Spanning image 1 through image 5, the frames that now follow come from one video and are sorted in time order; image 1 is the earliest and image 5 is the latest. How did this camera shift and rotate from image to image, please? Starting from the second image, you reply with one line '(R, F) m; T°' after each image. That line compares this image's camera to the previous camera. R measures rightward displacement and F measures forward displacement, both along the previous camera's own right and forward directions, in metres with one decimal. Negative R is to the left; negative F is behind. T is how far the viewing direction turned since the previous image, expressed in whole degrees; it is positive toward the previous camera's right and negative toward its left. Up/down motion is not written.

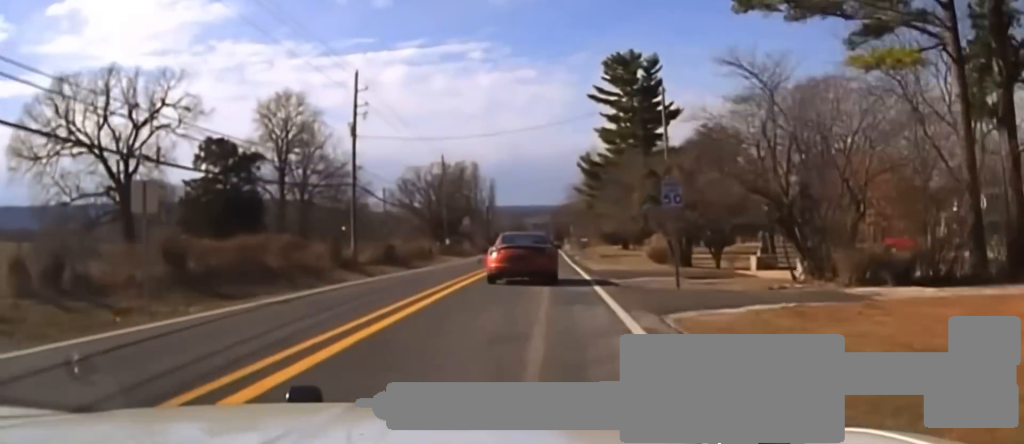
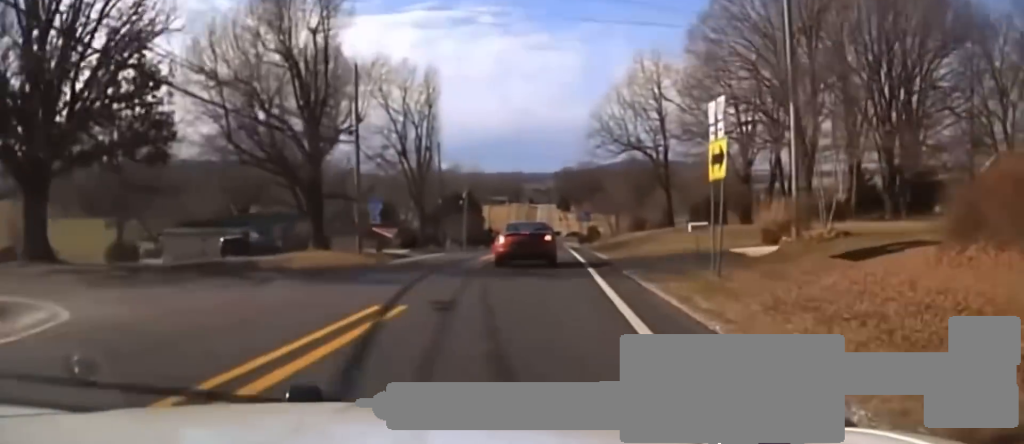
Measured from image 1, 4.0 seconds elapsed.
(+0.8, +131.6) m; 0°
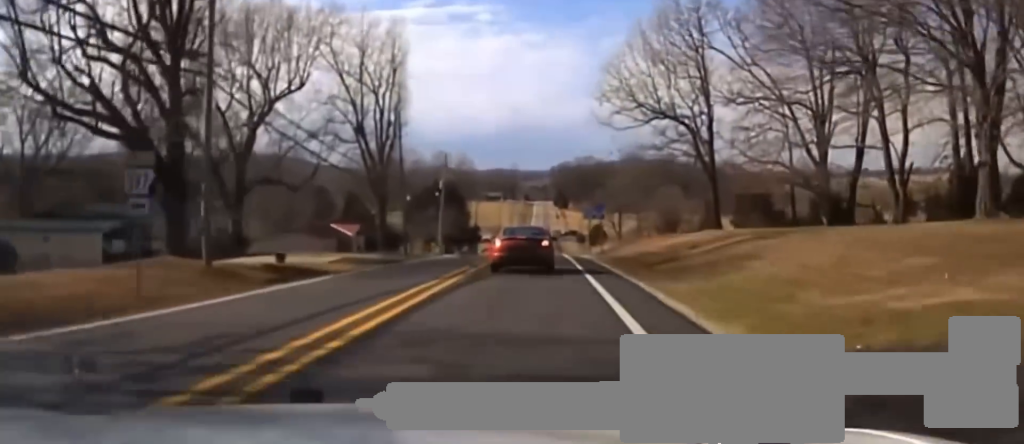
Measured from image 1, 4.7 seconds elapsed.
(-0.2, +22.5) m; 0°
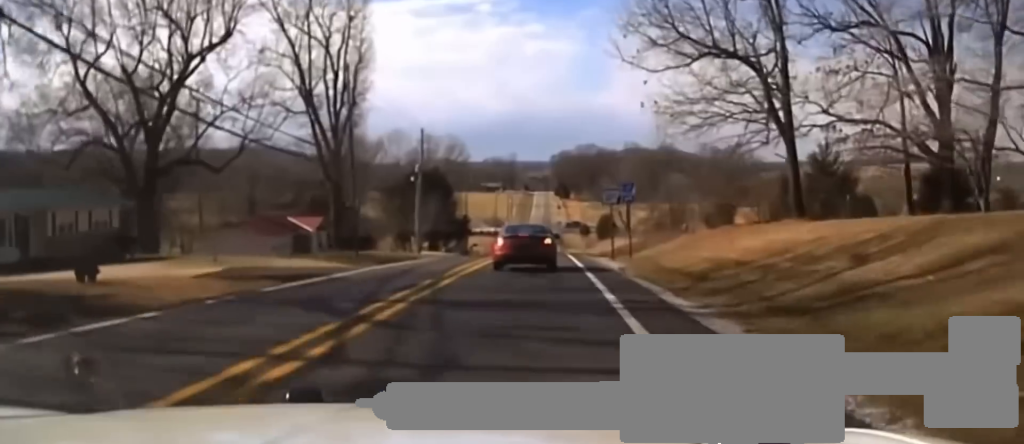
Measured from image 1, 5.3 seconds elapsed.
(-0.2, +18.6) m; 0°
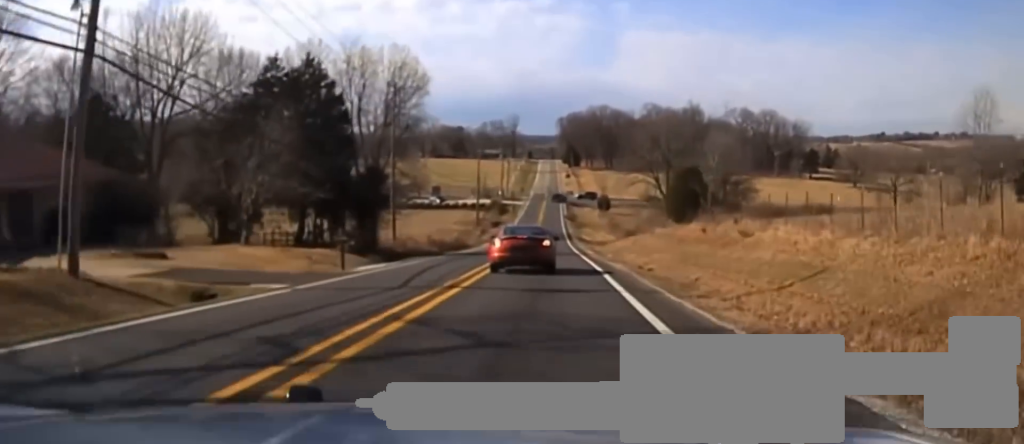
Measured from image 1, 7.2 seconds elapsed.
(+0.8, +64.4) m; 0°
